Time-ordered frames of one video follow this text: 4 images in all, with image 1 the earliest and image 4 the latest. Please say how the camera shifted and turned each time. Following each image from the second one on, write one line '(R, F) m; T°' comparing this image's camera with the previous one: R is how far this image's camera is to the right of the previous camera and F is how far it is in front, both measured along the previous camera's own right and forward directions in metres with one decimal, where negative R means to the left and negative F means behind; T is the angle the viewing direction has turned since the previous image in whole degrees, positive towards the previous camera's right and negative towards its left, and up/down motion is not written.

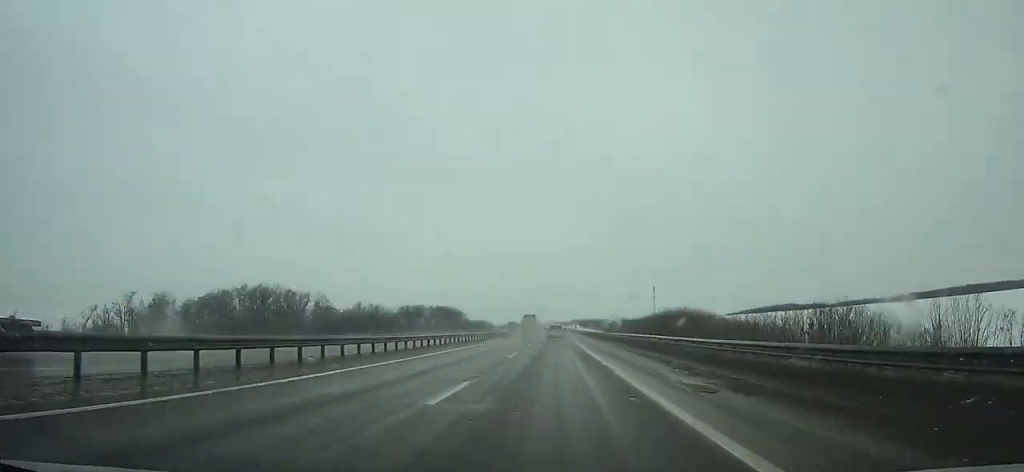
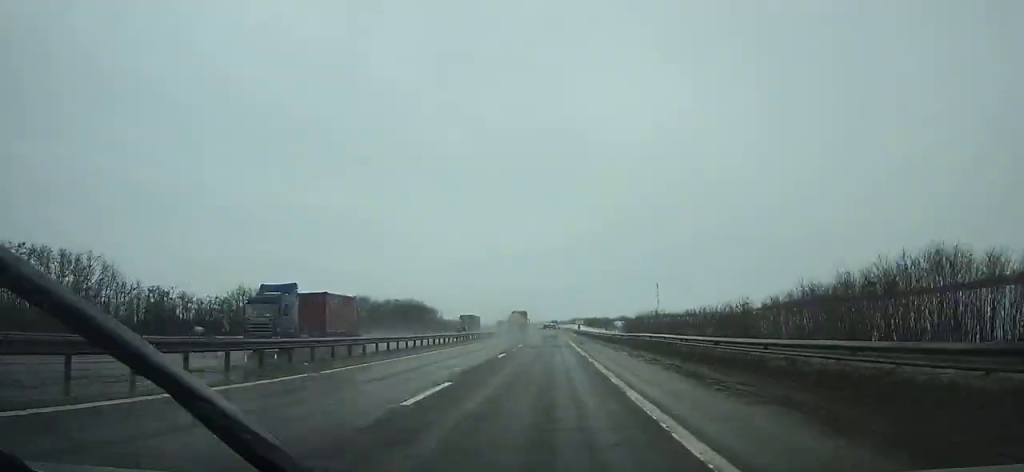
(+0.4, +97.0) m; 0°
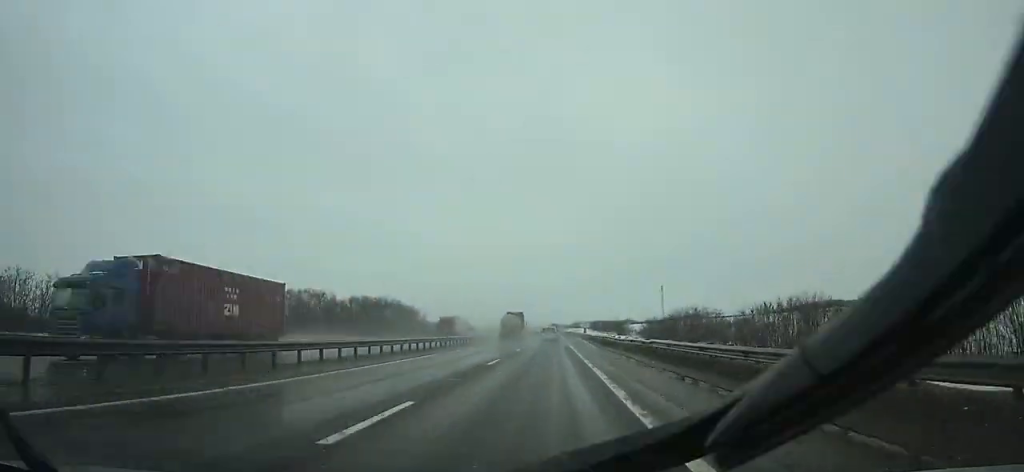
(-0.2, +51.2) m; 0°
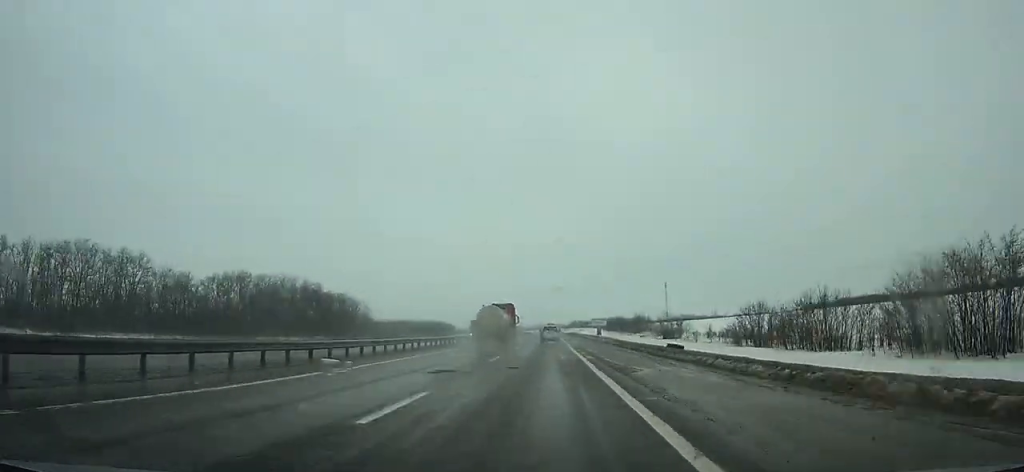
(-0.1, +93.9) m; 0°
